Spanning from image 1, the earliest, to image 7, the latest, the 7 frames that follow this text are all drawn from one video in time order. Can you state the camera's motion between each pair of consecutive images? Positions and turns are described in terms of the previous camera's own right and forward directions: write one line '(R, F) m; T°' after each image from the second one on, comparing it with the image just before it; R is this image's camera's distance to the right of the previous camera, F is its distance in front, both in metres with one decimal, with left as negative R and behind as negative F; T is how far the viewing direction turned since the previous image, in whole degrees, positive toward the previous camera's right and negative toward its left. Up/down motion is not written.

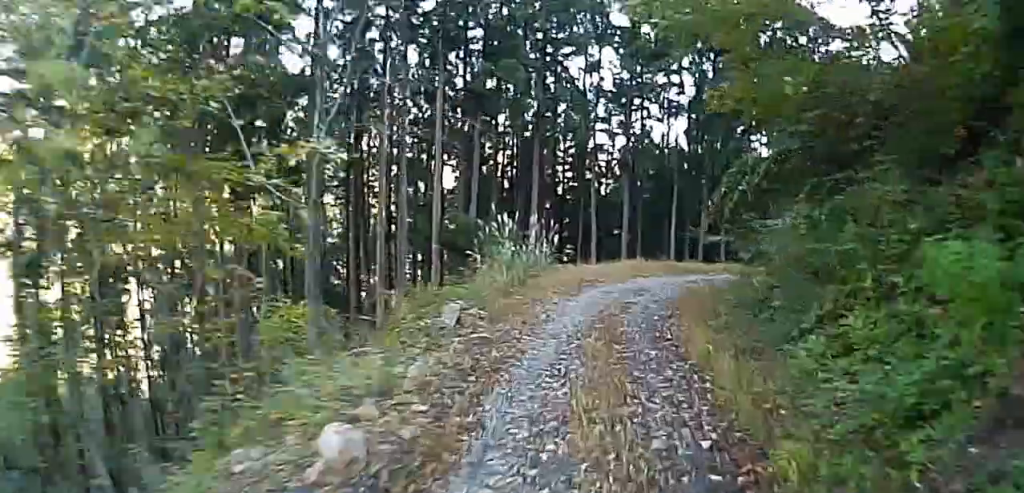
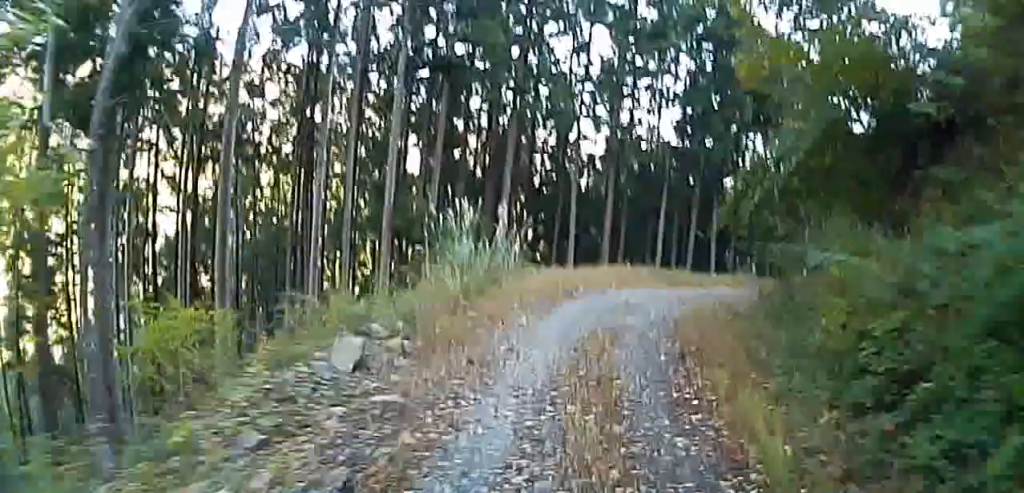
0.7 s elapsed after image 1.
(-0.3, +3.9) m; -3°
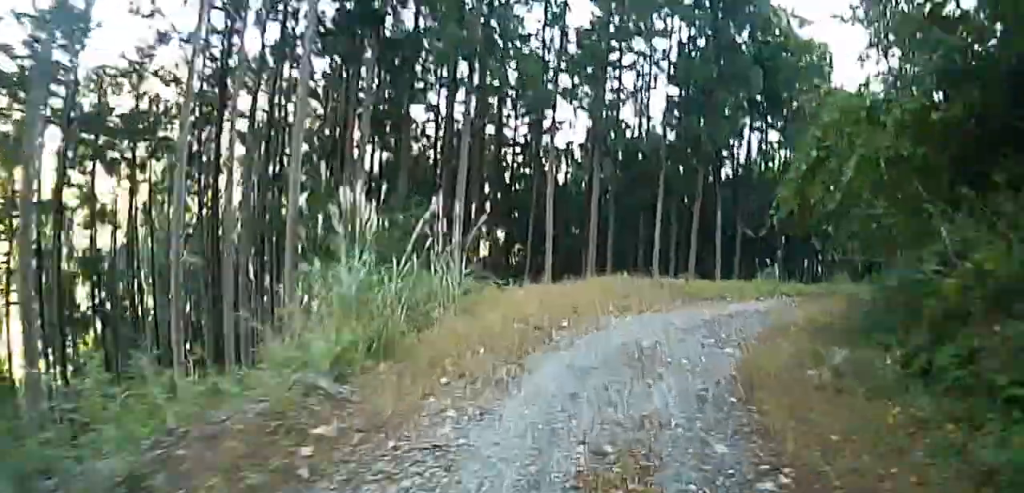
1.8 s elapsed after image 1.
(+0.1, +5.4) m; -1°
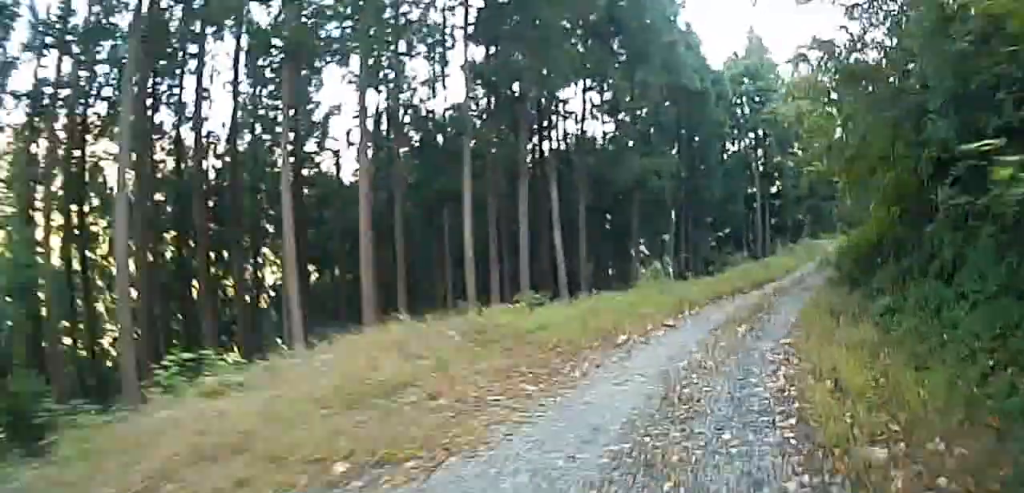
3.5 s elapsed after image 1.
(-0.1, +7.4) m; -9°
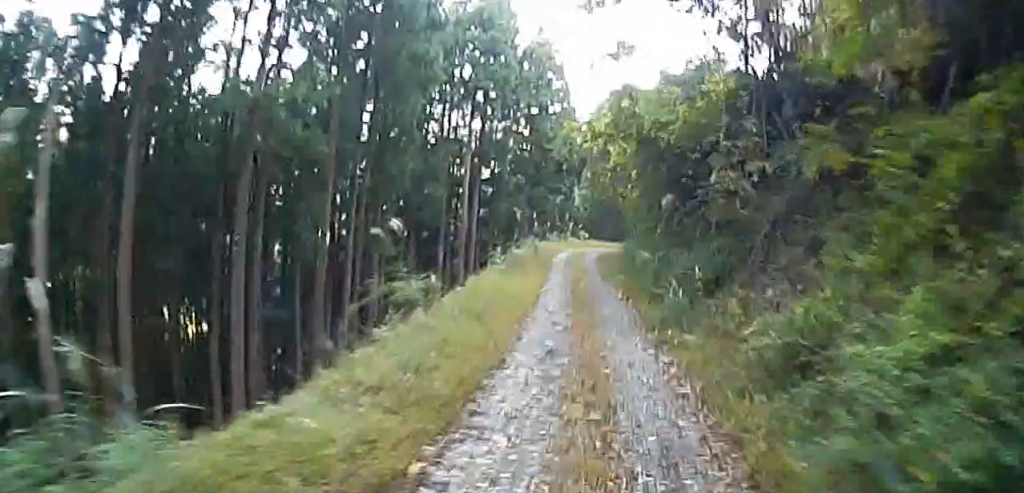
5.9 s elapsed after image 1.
(+2.2, +8.5) m; +36°
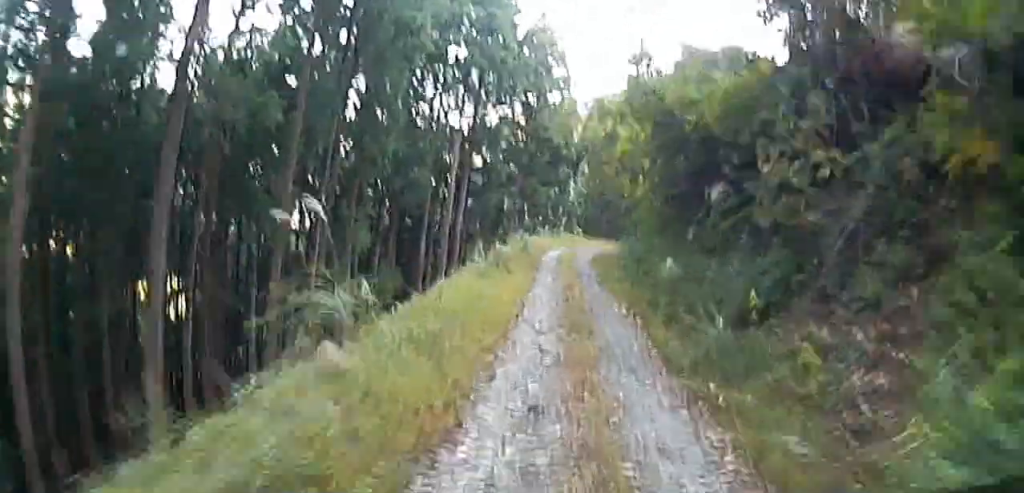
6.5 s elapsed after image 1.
(-0.2, +2.1) m; +1°
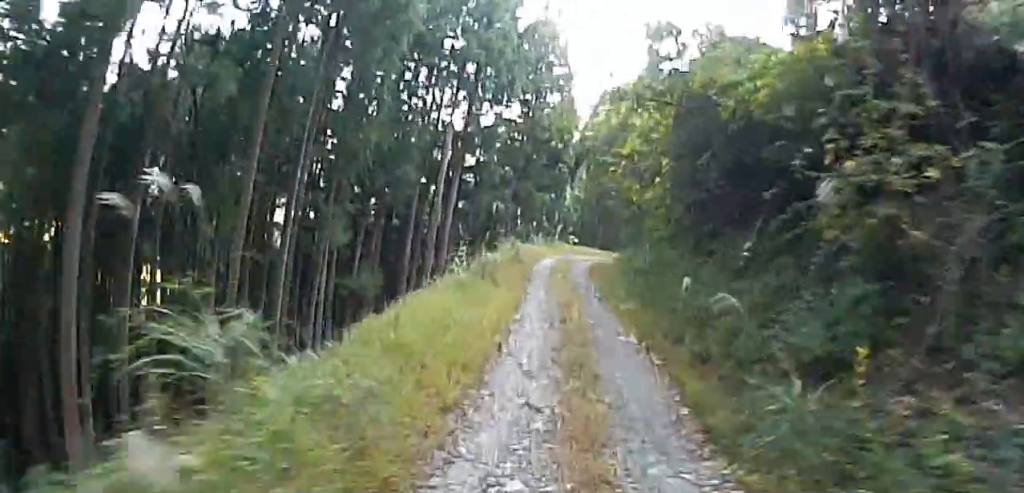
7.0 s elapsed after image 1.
(+0.1, +1.7) m; +3°
